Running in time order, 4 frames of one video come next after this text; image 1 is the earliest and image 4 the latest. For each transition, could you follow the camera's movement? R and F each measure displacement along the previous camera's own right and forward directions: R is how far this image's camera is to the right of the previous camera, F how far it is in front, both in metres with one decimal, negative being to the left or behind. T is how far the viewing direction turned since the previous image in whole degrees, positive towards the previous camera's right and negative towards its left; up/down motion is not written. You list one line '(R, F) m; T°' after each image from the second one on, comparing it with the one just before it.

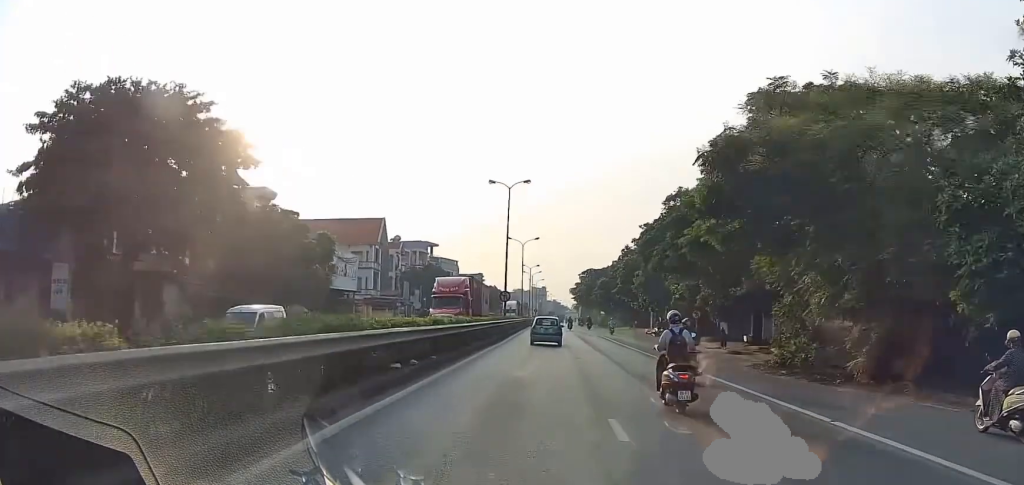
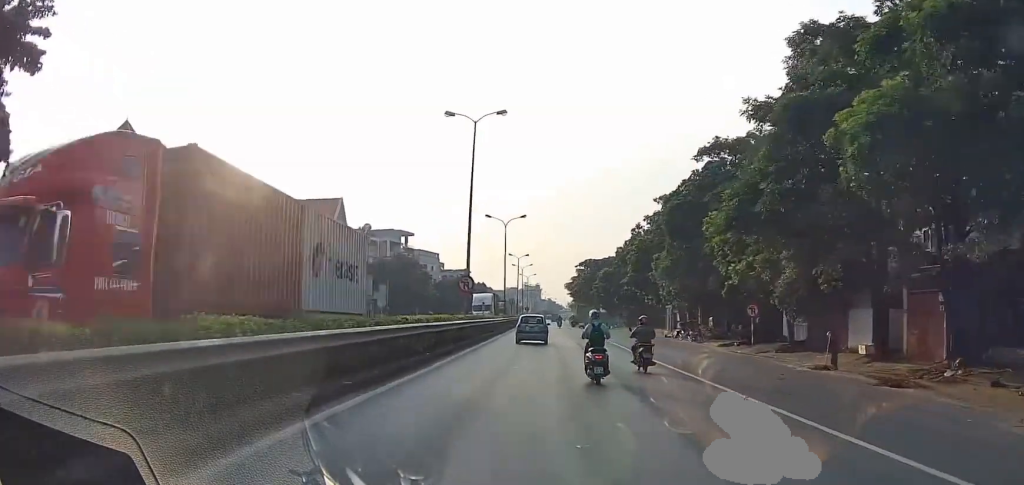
(+0.1, +19.5) m; 0°
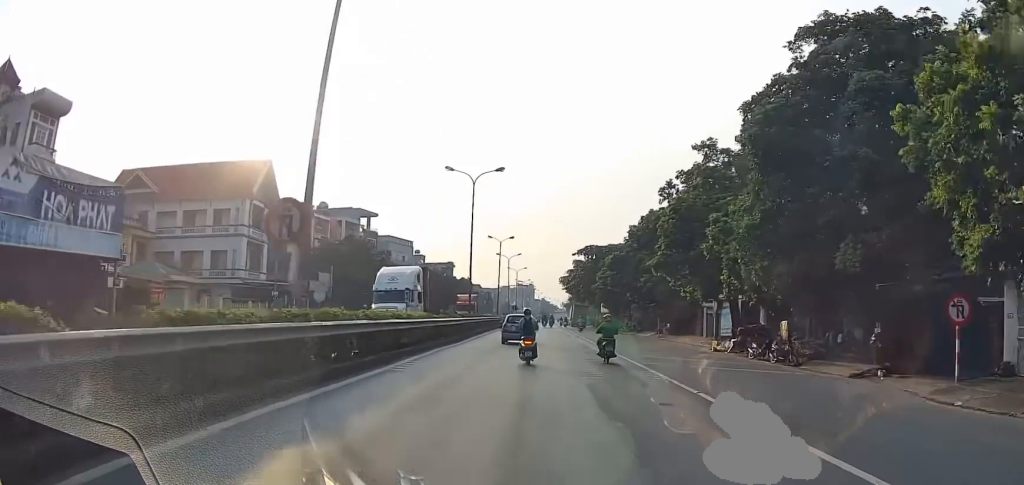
(-0.1, +24.9) m; 0°
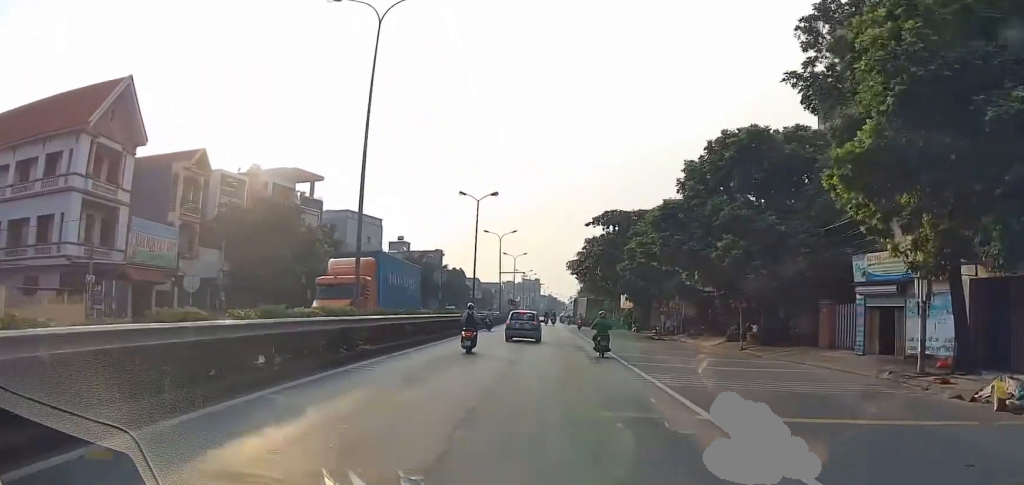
(+0.1, +28.9) m; 0°
